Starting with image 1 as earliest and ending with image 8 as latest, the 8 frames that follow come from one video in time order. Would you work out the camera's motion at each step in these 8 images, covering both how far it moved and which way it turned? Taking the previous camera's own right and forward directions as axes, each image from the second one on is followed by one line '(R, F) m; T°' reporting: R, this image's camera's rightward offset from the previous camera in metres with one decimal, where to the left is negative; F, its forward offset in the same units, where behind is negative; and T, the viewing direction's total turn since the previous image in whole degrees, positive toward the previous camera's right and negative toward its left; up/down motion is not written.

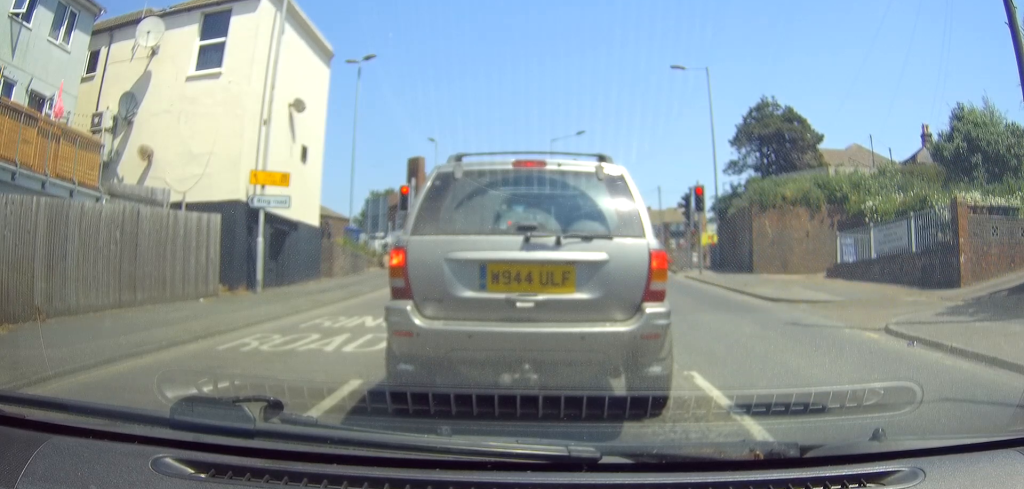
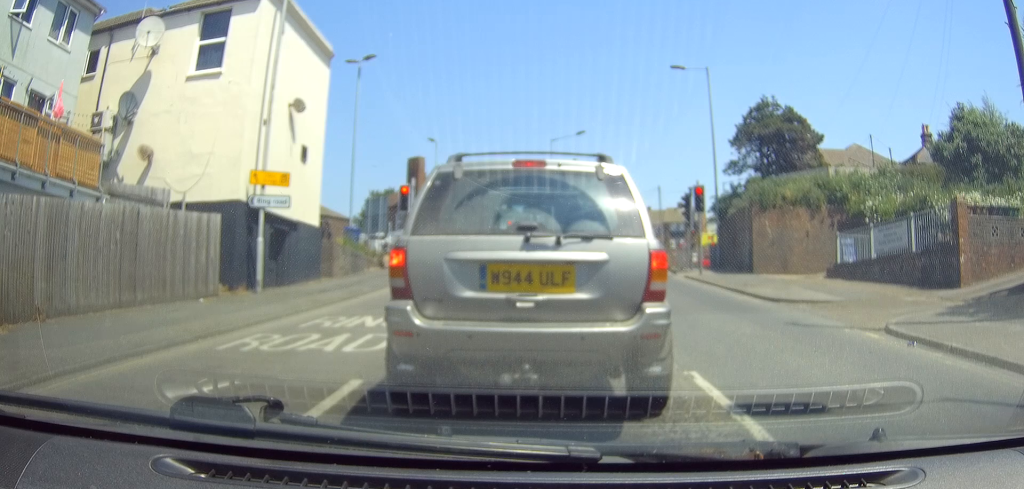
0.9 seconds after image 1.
(0.0, 0.0) m; 0°
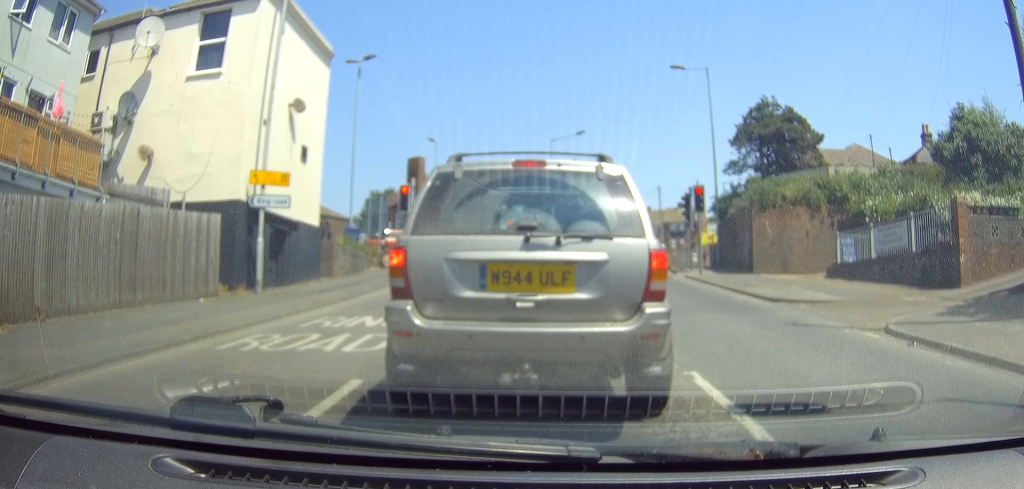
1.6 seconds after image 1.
(0.0, 0.0) m; 0°
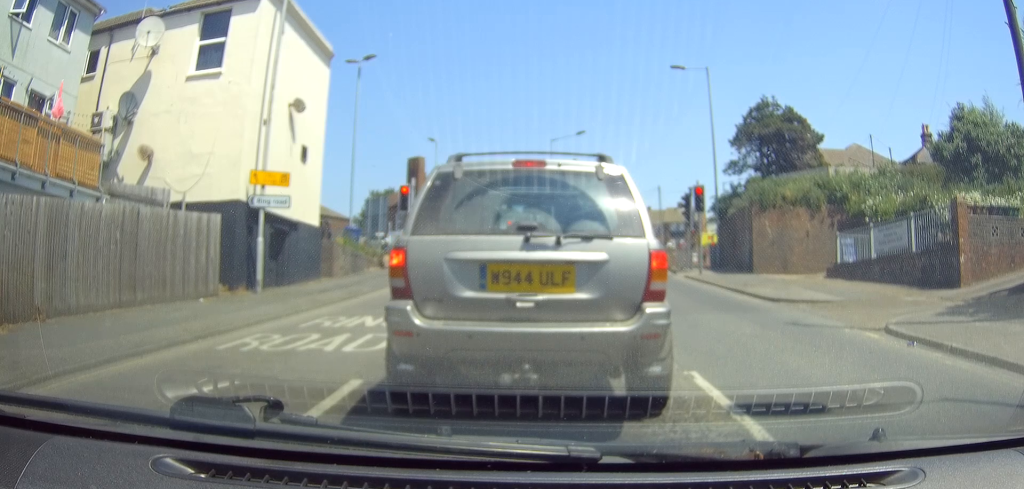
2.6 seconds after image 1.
(0.0, 0.0) m; 0°
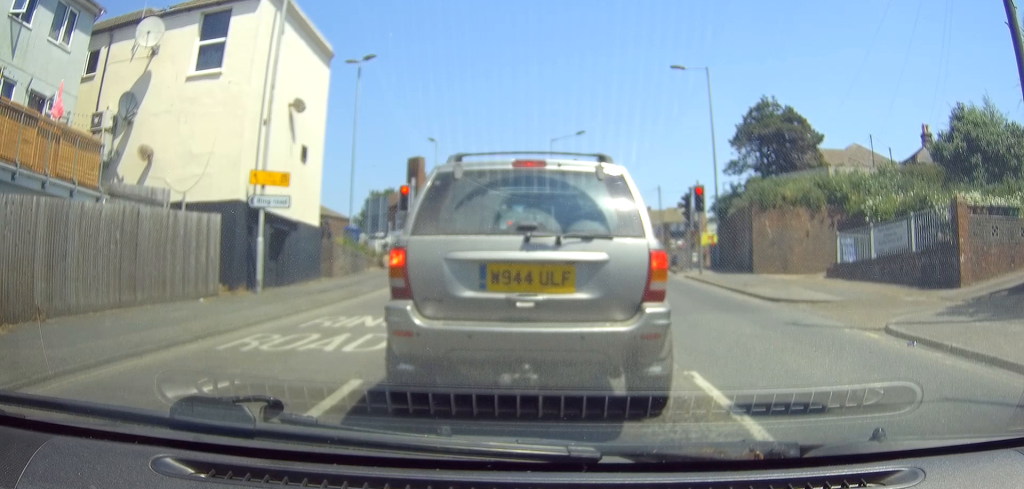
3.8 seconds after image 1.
(0.0, 0.0) m; 0°
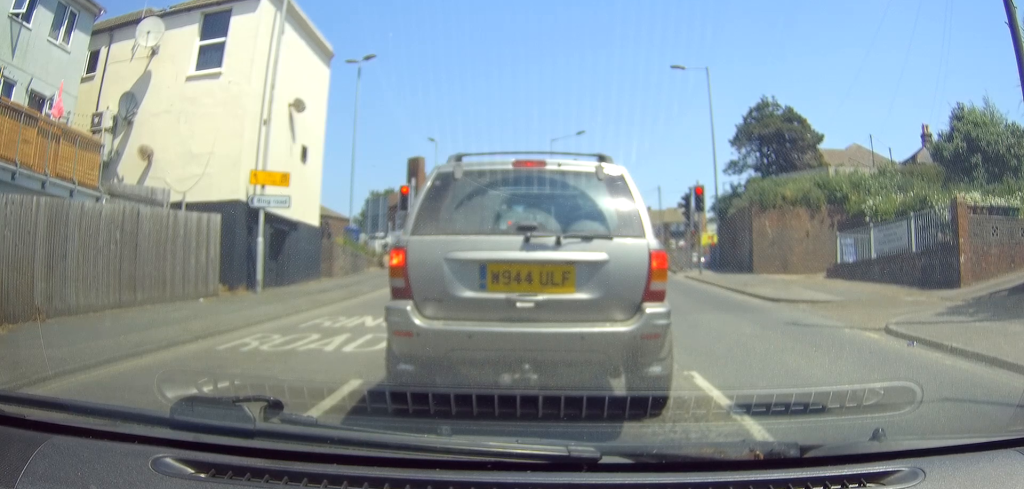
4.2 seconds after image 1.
(0.0, 0.0) m; 0°
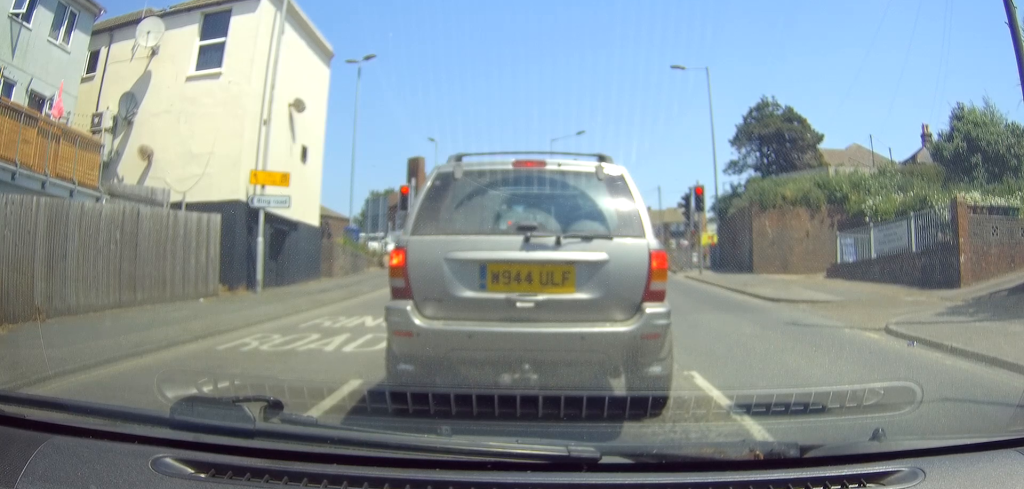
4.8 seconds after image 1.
(0.0, 0.0) m; 0°
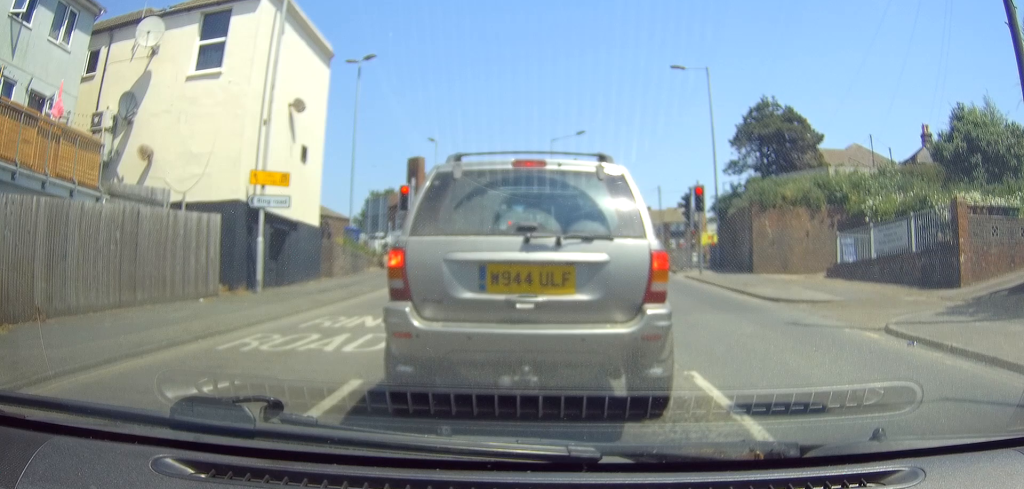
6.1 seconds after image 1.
(0.0, 0.0) m; 0°
